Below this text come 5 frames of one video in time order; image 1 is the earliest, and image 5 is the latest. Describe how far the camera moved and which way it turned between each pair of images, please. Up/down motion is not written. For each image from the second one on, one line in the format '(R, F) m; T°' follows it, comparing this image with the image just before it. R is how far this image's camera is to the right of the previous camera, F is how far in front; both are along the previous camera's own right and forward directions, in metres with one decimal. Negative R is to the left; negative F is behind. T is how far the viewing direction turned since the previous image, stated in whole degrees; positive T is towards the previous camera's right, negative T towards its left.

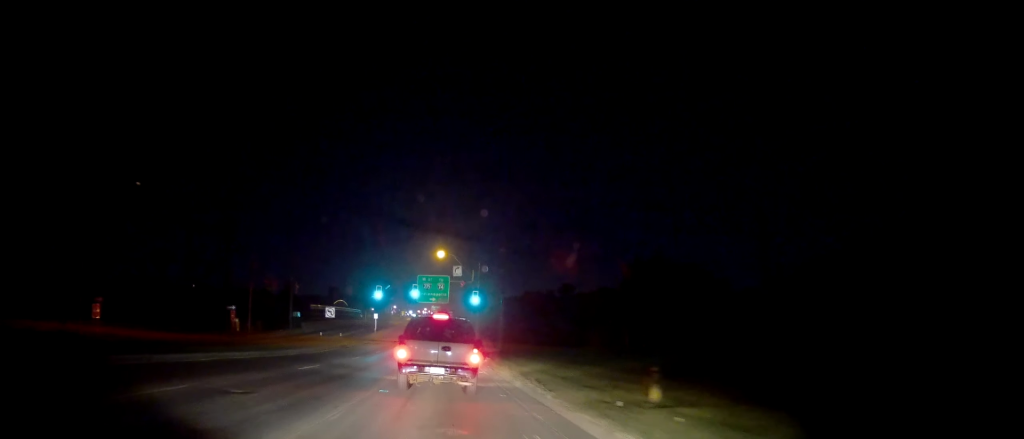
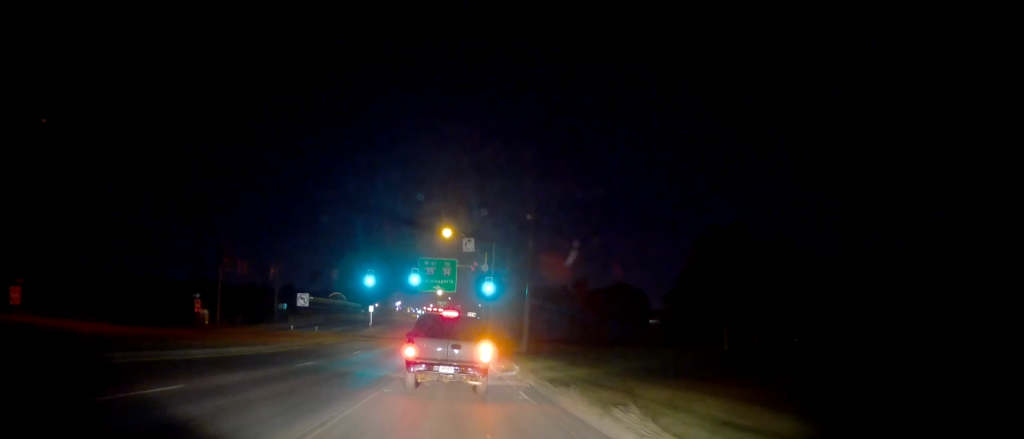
(+0.2, +14.3) m; -2°
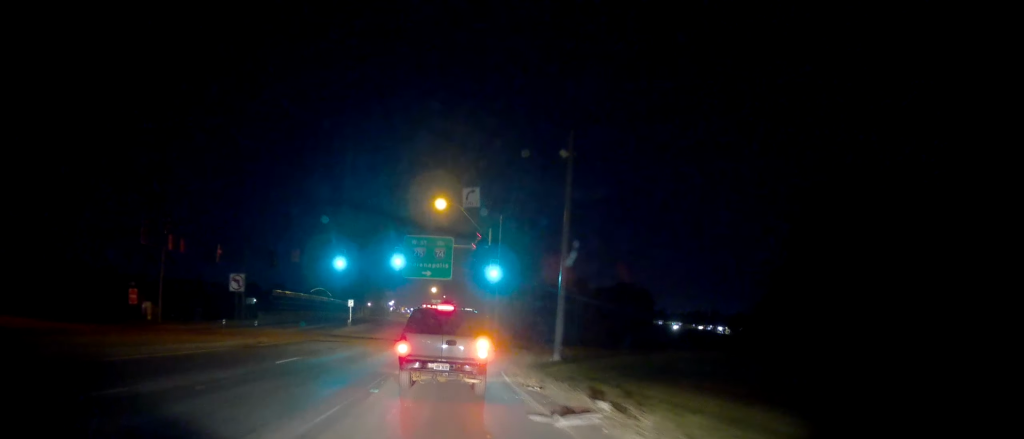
(-0.7, +14.3) m; +2°
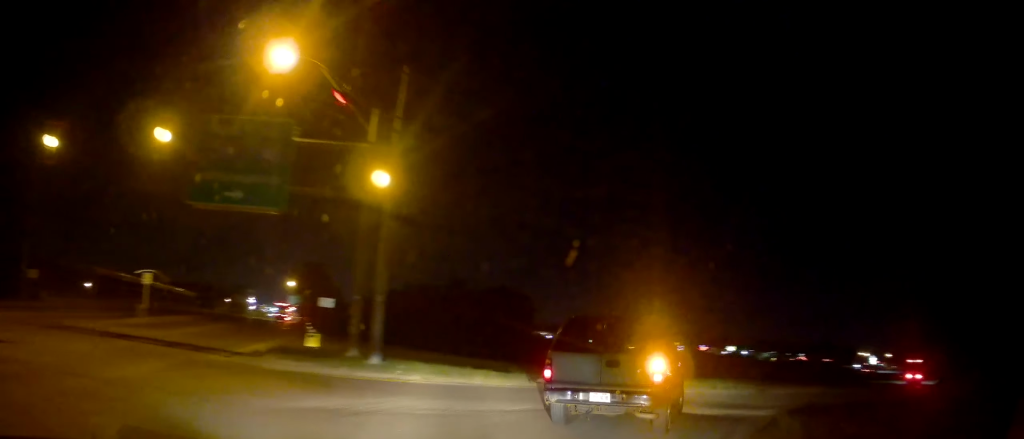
(+1.5, +27.8) m; +5°
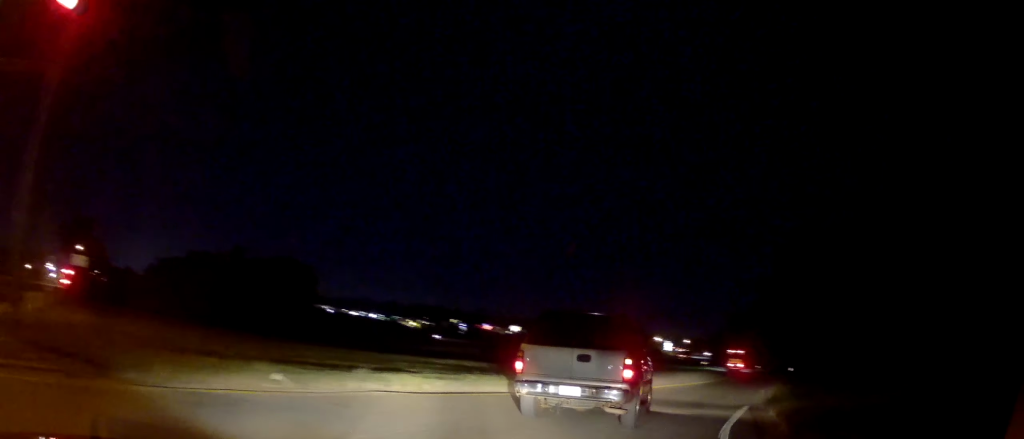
(-0.2, +8.8) m; +13°
